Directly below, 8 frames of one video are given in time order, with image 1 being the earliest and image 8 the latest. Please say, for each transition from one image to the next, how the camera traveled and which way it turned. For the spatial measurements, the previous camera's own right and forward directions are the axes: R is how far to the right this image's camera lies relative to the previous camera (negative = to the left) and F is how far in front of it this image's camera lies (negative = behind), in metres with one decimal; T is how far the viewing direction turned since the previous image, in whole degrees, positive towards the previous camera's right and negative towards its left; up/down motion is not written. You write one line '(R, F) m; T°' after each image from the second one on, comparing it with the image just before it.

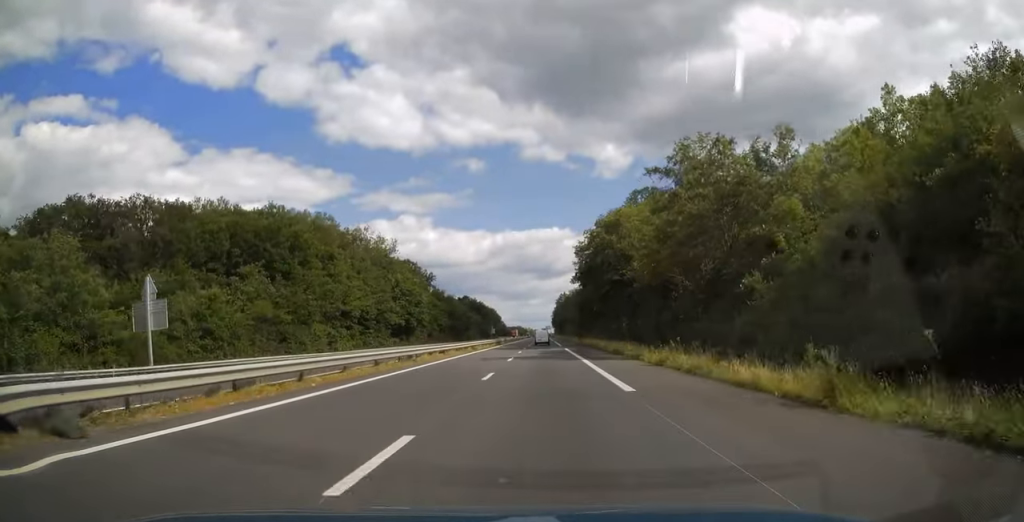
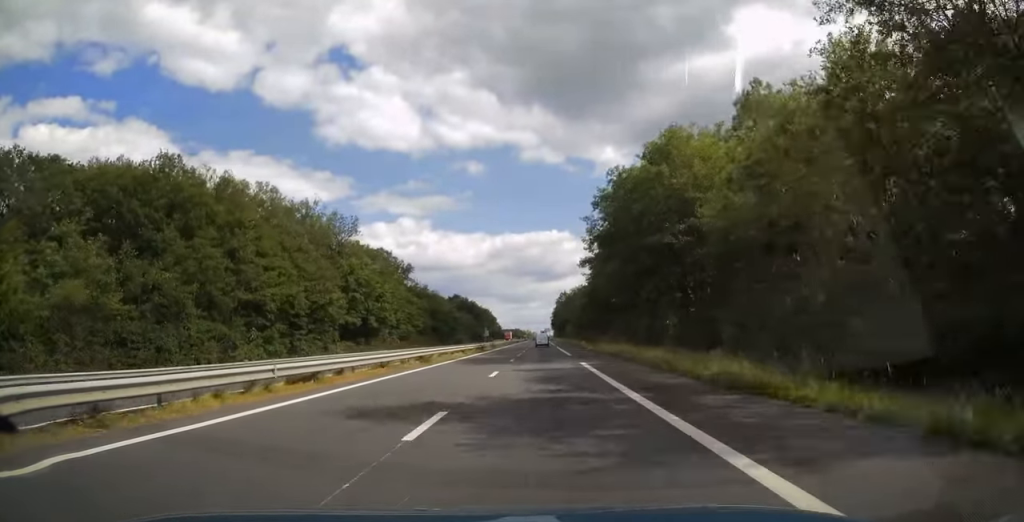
(+0.1, +23.1) m; 0°
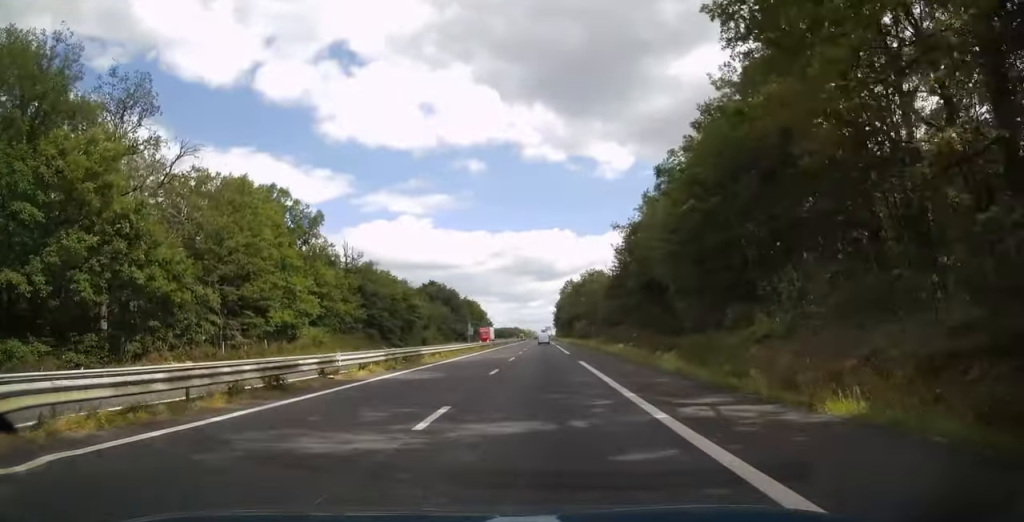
(-0.1, +51.0) m; 0°
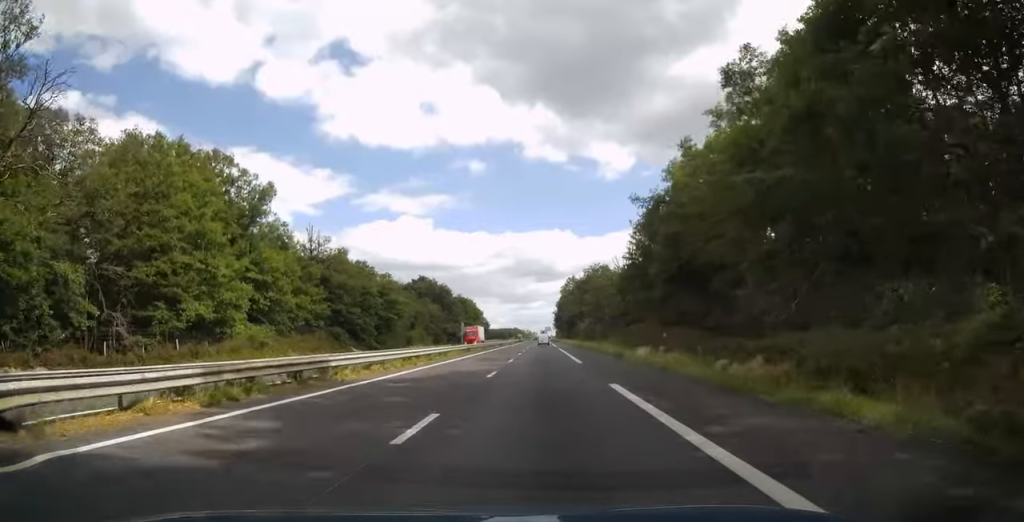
(+0.1, +14.2) m; 0°
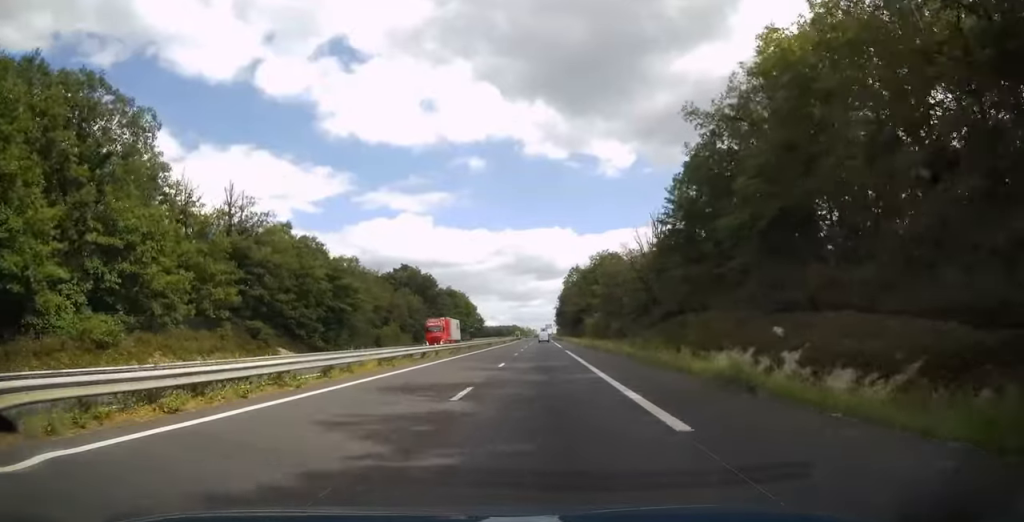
(-0.1, +21.1) m; 0°
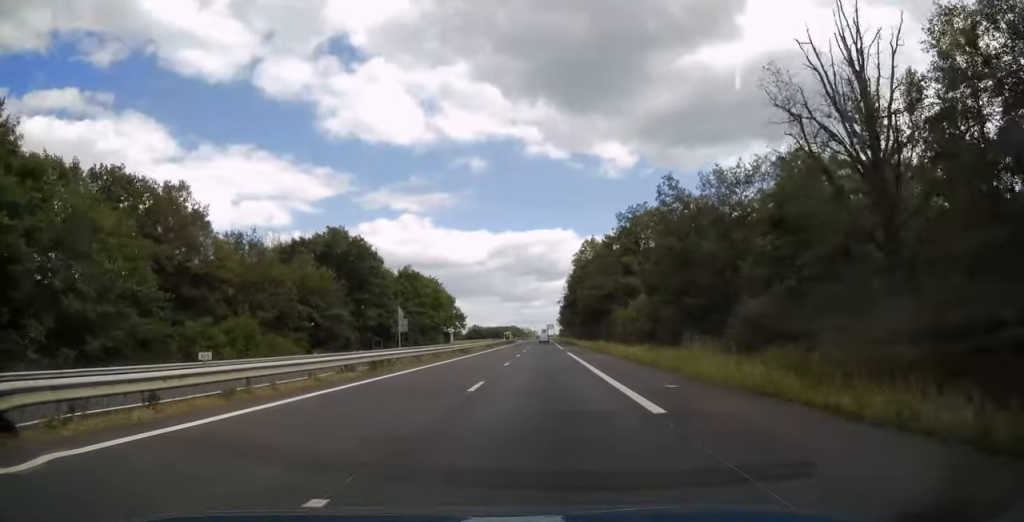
(0.0, +50.0) m; 0°
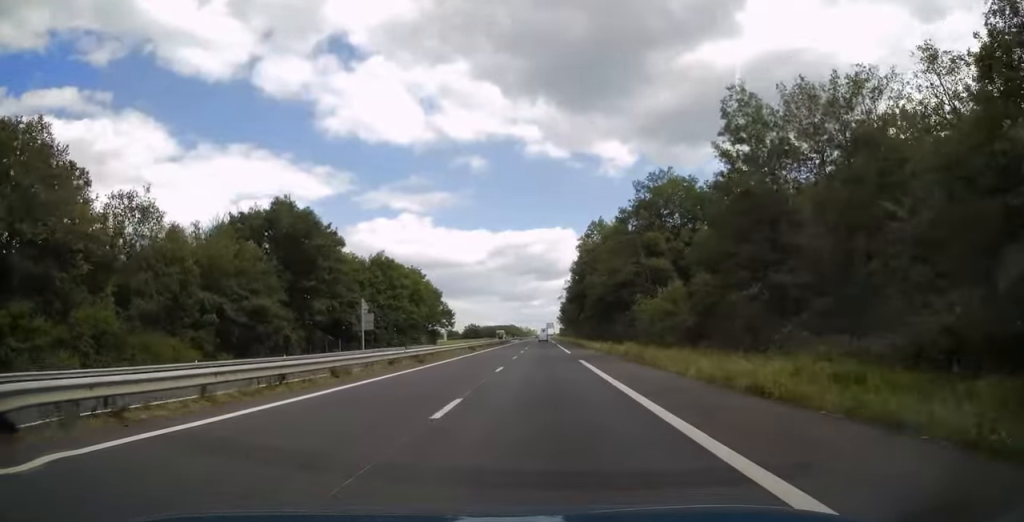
(-0.1, +18.1) m; 0°
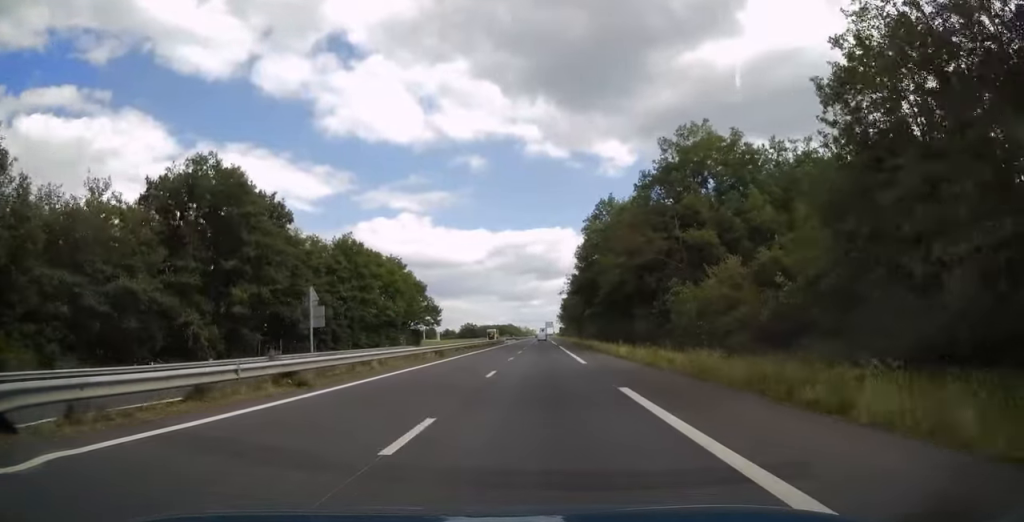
(0.0, +16.1) m; 0°
